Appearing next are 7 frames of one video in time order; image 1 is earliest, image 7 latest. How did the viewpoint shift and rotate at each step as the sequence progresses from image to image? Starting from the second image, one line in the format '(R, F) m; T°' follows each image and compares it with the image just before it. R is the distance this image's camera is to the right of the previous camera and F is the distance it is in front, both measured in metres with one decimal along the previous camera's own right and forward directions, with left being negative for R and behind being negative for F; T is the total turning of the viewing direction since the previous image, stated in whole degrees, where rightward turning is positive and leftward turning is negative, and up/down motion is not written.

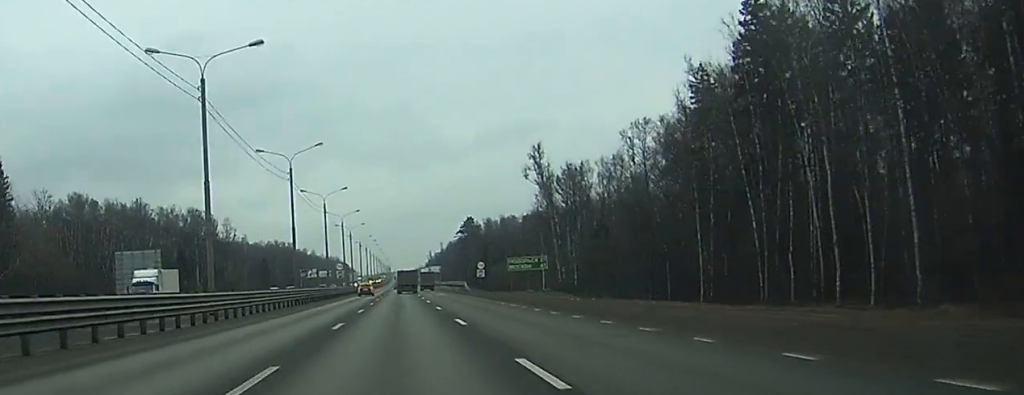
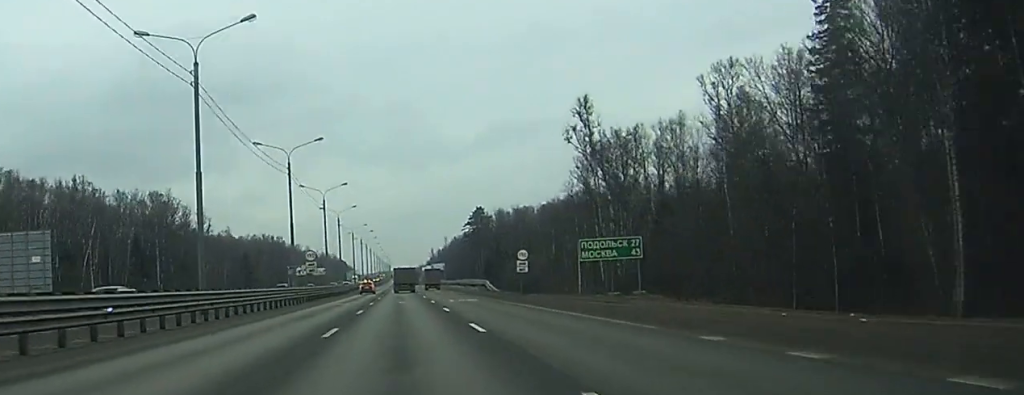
(+0.1, +35.6) m; 0°
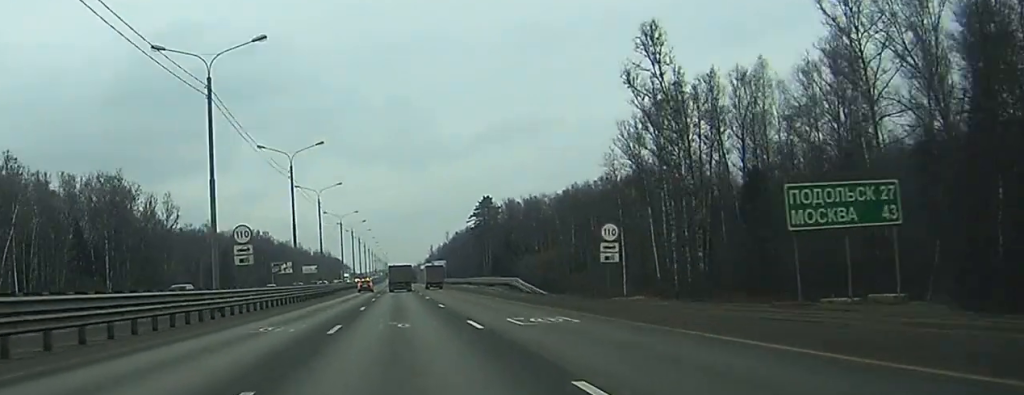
(0.0, +29.5) m; 0°
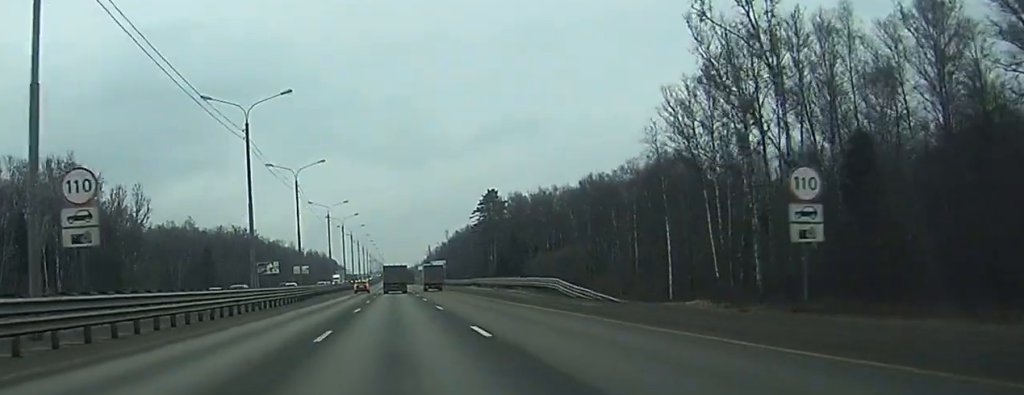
(0.0, +19.7) m; 0°
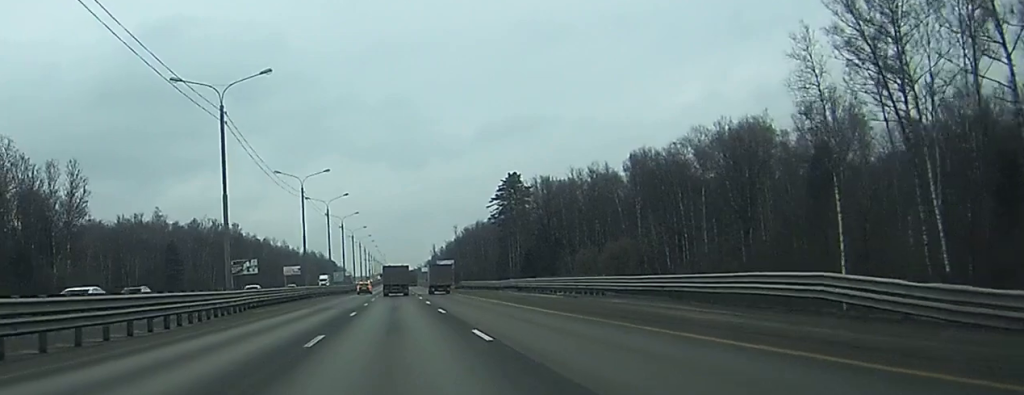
(0.0, +34.5) m; 0°
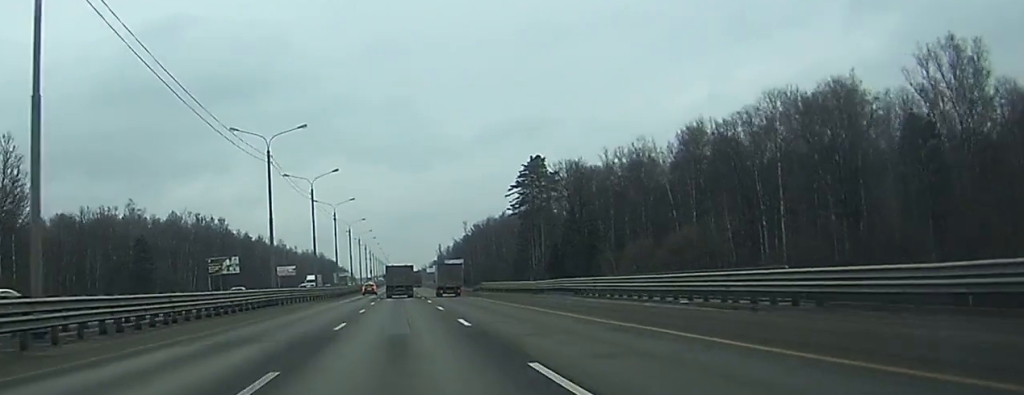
(0.0, +24.2) m; 0°
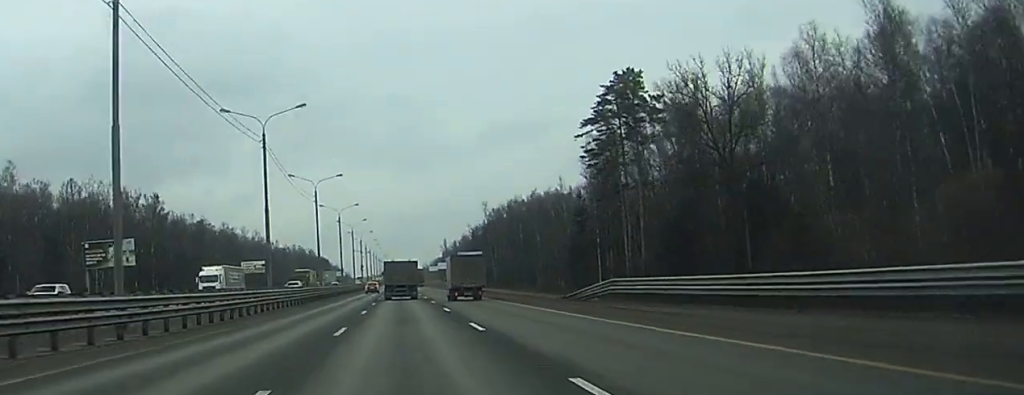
(+0.1, +72.0) m; 0°
